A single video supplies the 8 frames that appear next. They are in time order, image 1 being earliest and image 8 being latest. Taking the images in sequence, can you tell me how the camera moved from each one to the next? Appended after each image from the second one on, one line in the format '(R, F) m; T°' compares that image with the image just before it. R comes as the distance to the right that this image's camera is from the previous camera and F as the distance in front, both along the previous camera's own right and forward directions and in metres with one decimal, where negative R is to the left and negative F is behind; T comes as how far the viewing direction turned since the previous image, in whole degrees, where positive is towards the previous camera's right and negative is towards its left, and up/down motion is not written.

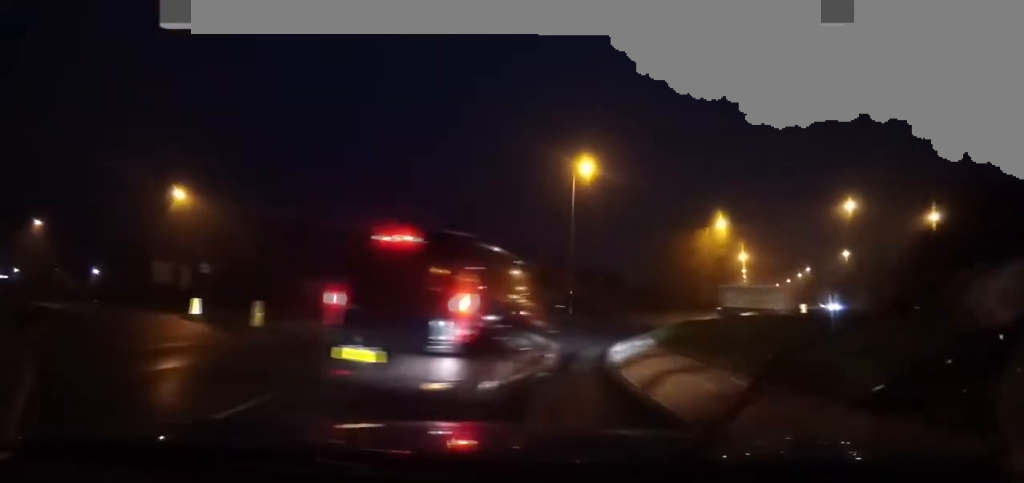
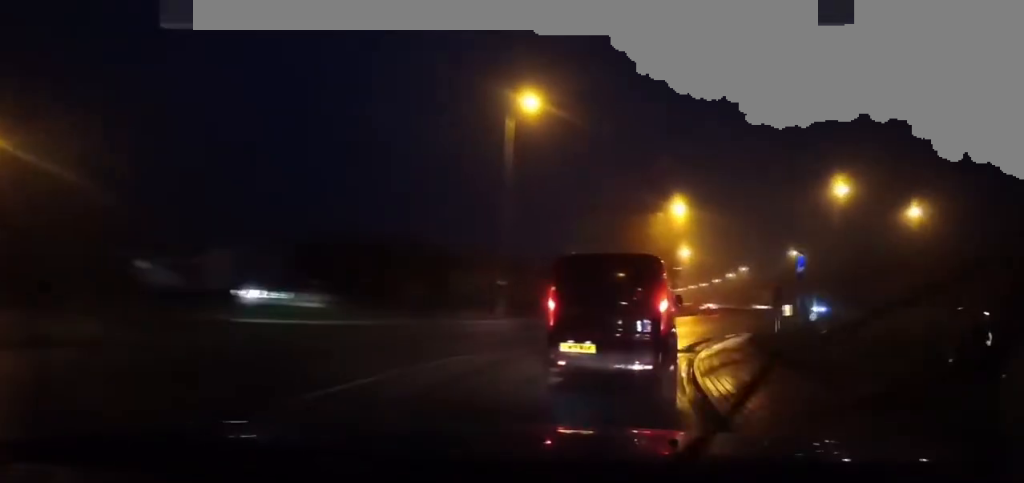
(+1.8, +11.9) m; +21°
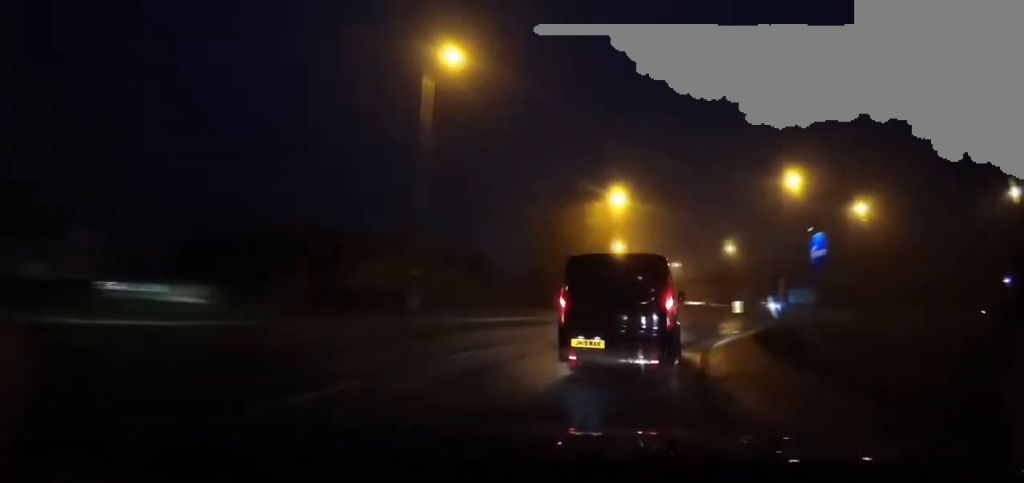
(+0.4, +4.7) m; +10°
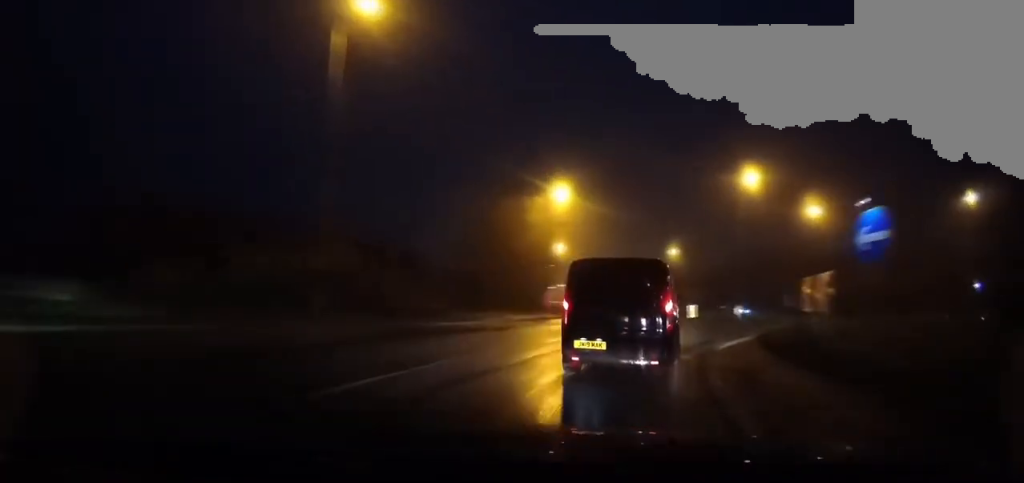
(+0.2, +3.9) m; +9°
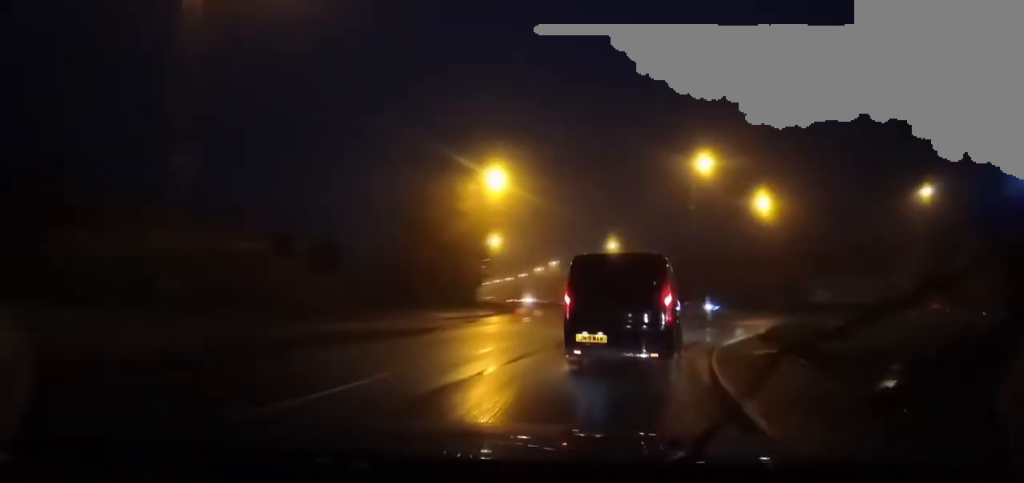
(+0.5, +4.2) m; +11°
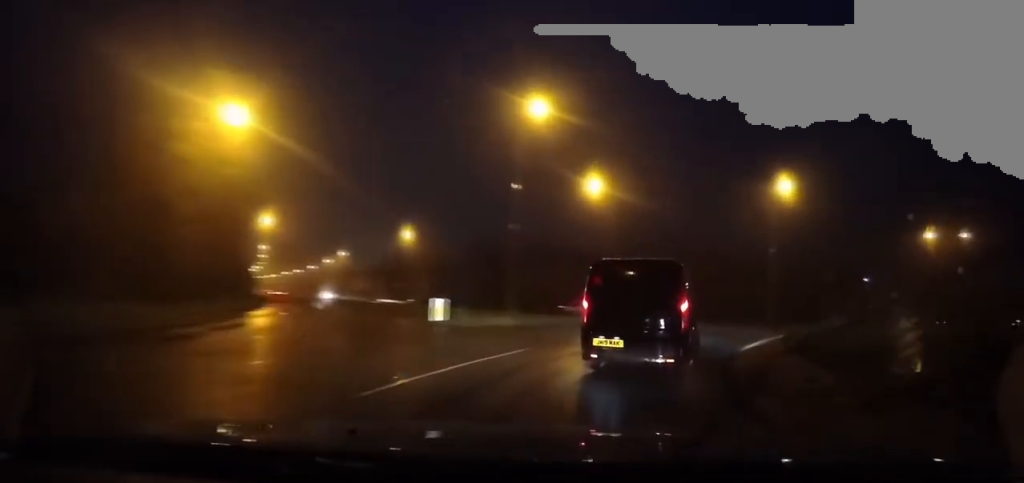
(+3.2, +12.3) m; +28°
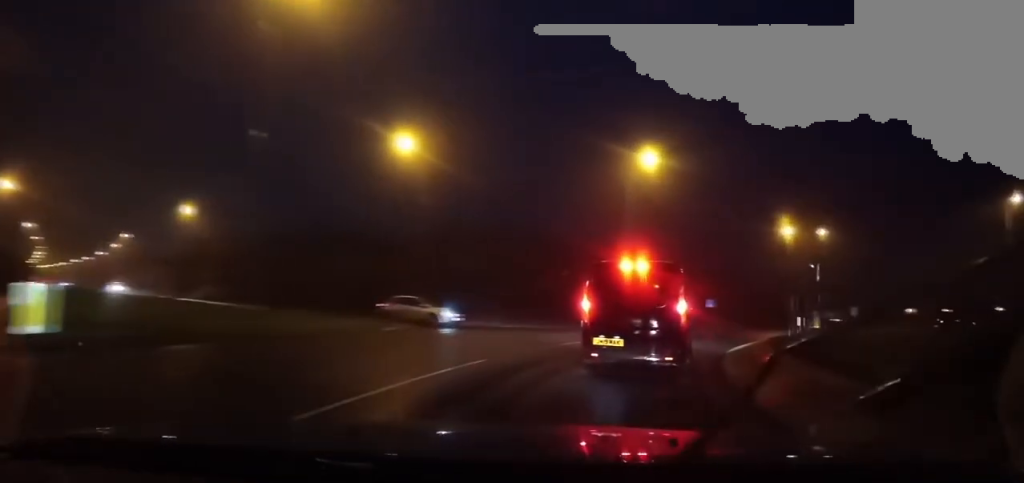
(+1.9, +10.5) m; +21°
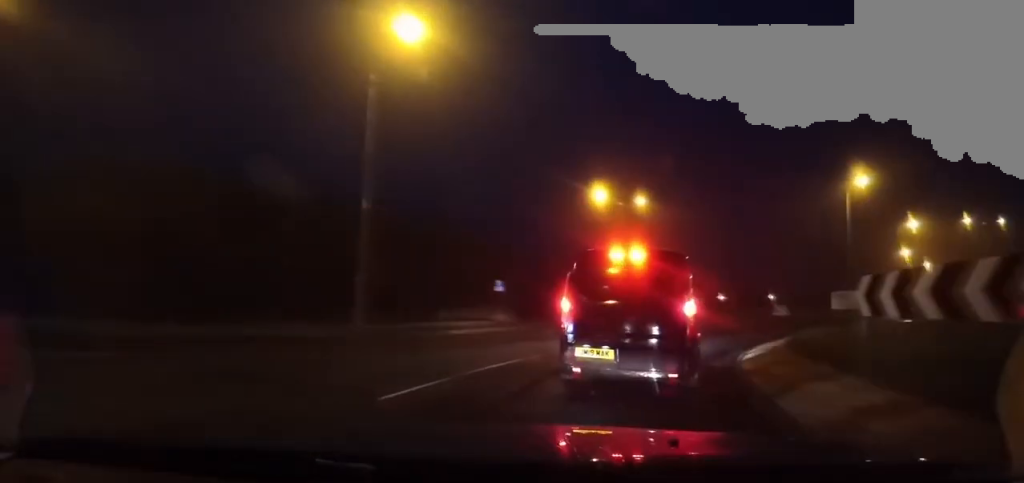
(+4.5, +15.4) m; +26°
